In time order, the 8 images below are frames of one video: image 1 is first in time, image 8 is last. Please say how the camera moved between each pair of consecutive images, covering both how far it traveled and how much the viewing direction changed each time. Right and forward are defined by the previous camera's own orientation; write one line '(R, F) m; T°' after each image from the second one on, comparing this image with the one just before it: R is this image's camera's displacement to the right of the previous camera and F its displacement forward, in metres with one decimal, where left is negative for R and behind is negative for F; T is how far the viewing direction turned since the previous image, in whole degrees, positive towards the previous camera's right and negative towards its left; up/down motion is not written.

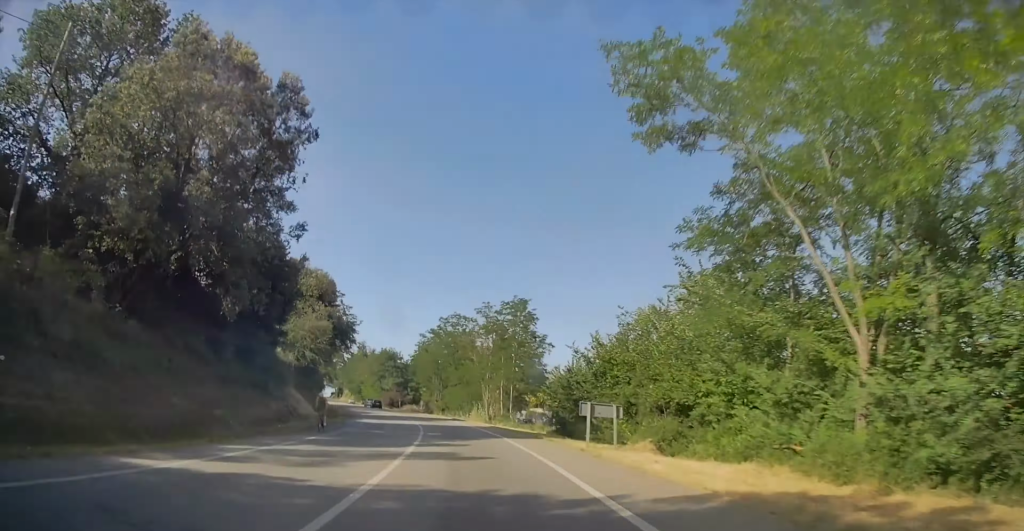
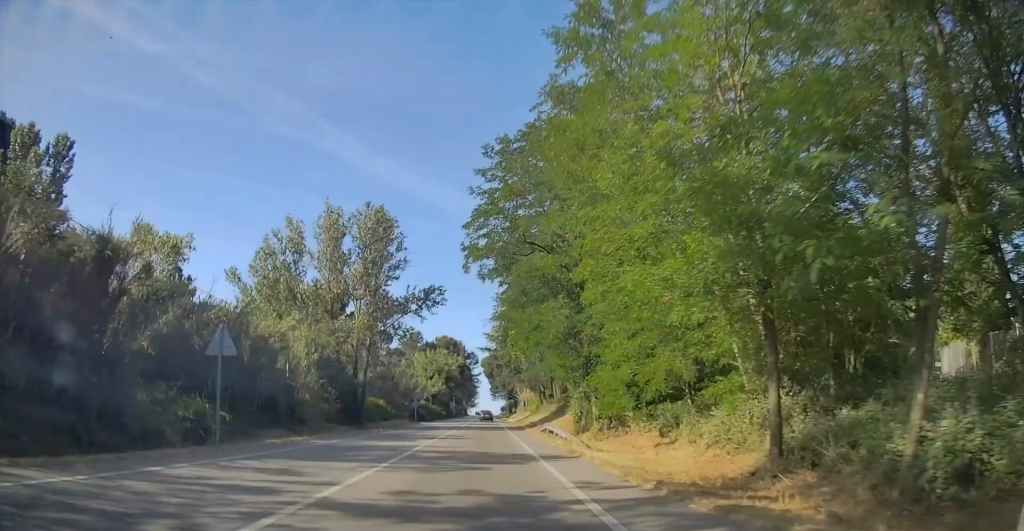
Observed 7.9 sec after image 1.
(-25.8, +172.9) m; -10°
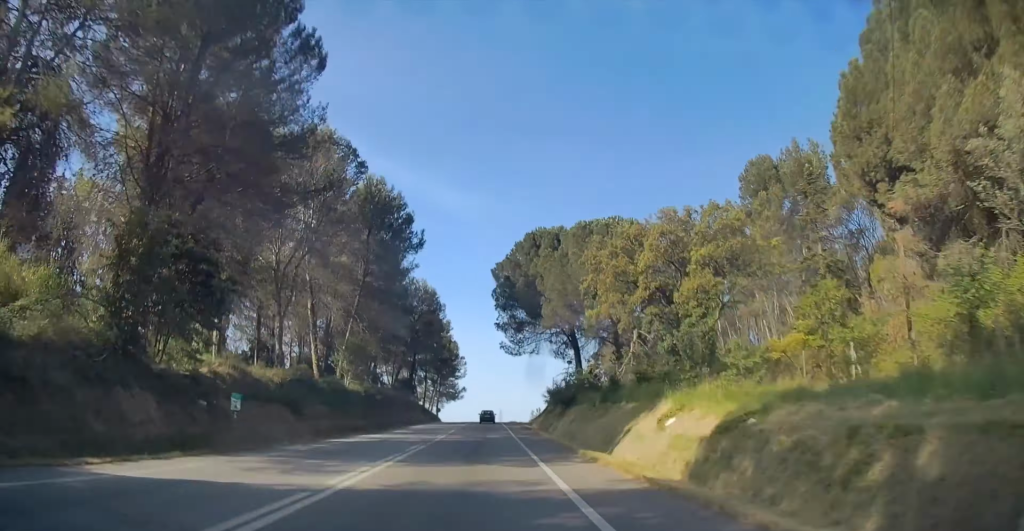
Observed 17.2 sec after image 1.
(-6.7, +204.2) m; -2°
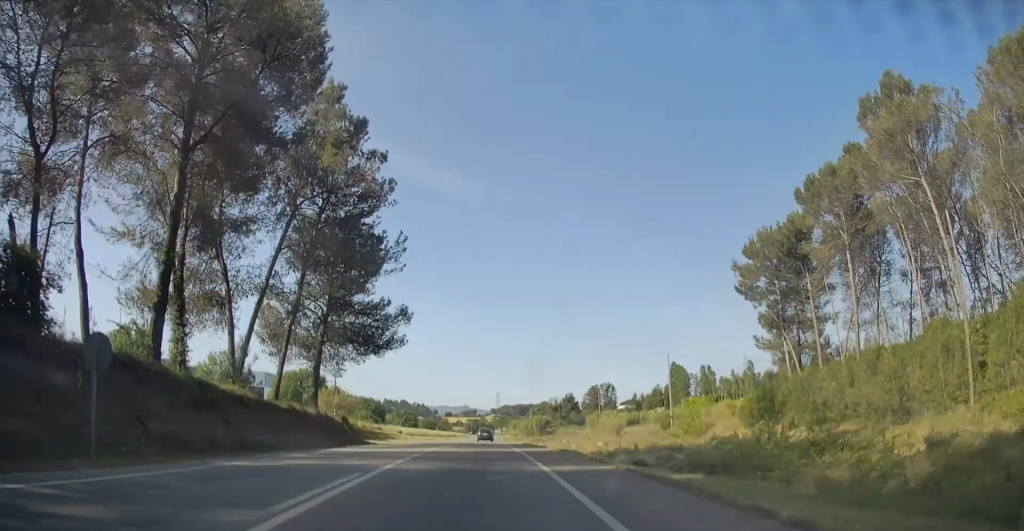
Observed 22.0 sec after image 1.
(0.0, +112.9) m; 0°
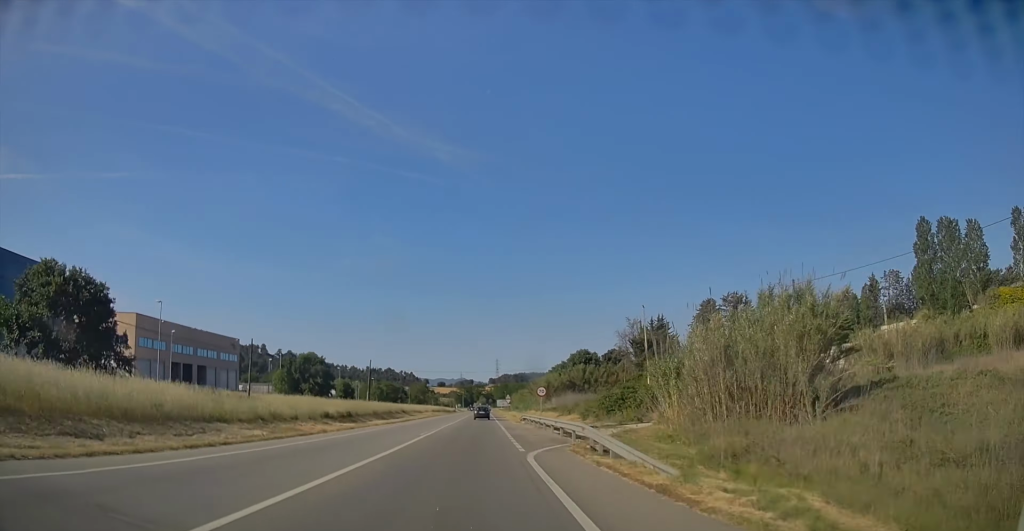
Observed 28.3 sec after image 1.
(+0.5, +161.8) m; 0°
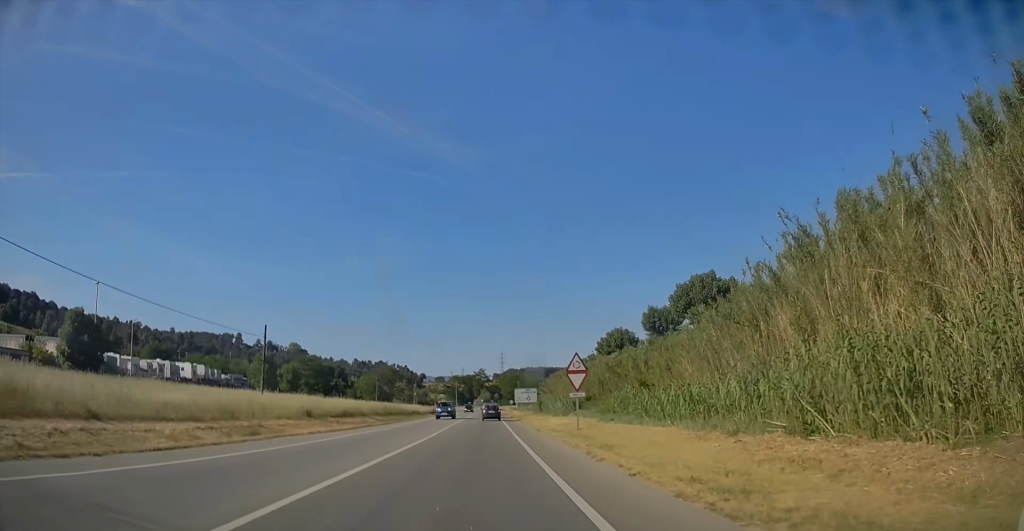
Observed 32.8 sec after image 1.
(-0.1, +62.5) m; +1°
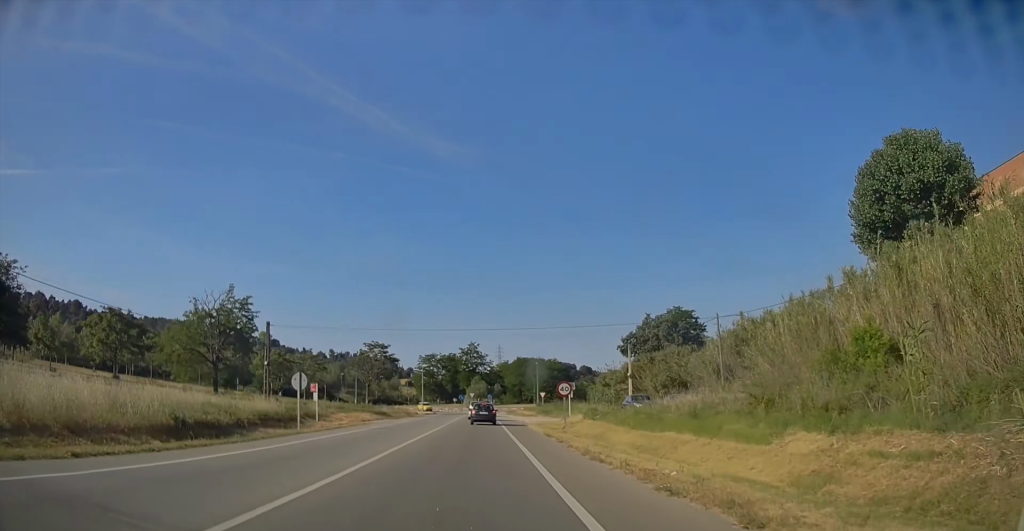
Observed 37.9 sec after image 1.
(+0.2, +68.4) m; +1°
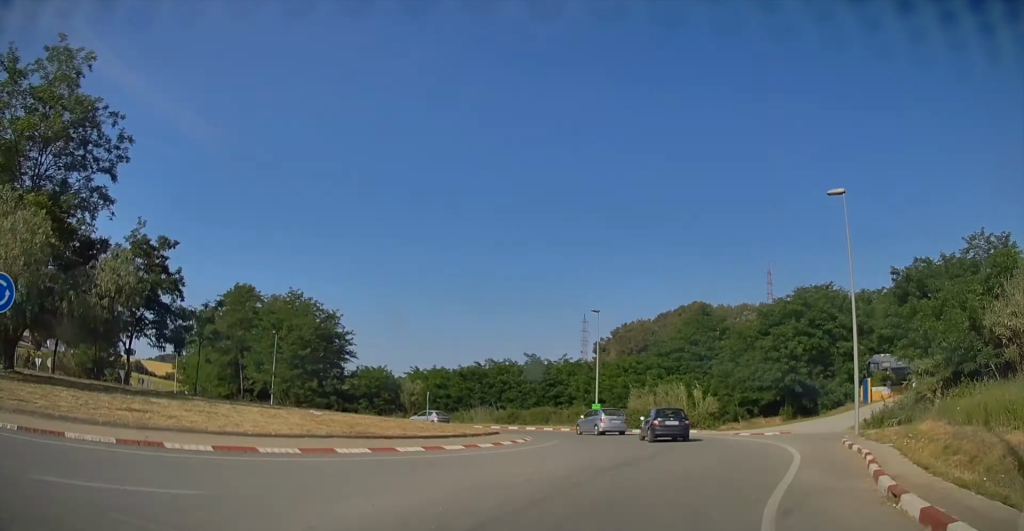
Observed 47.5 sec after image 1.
(+2.1, +121.4) m; 0°
